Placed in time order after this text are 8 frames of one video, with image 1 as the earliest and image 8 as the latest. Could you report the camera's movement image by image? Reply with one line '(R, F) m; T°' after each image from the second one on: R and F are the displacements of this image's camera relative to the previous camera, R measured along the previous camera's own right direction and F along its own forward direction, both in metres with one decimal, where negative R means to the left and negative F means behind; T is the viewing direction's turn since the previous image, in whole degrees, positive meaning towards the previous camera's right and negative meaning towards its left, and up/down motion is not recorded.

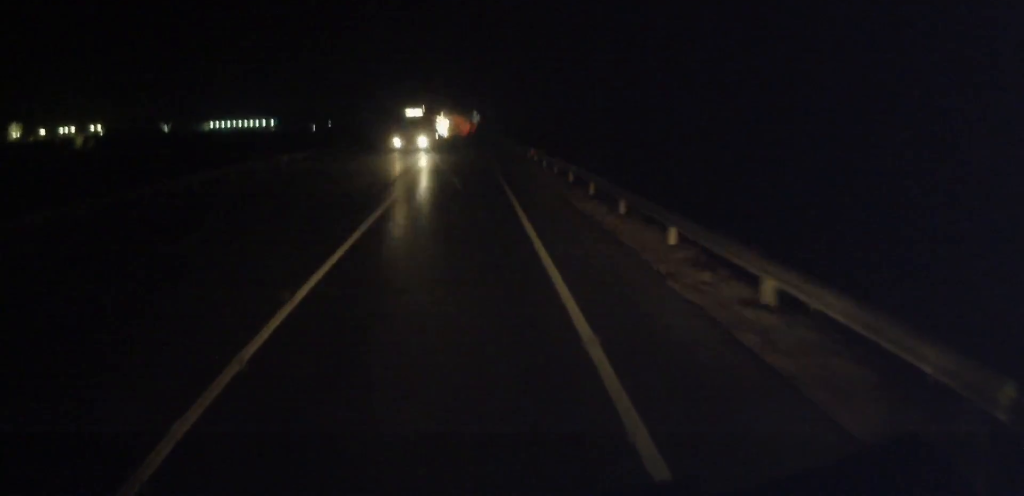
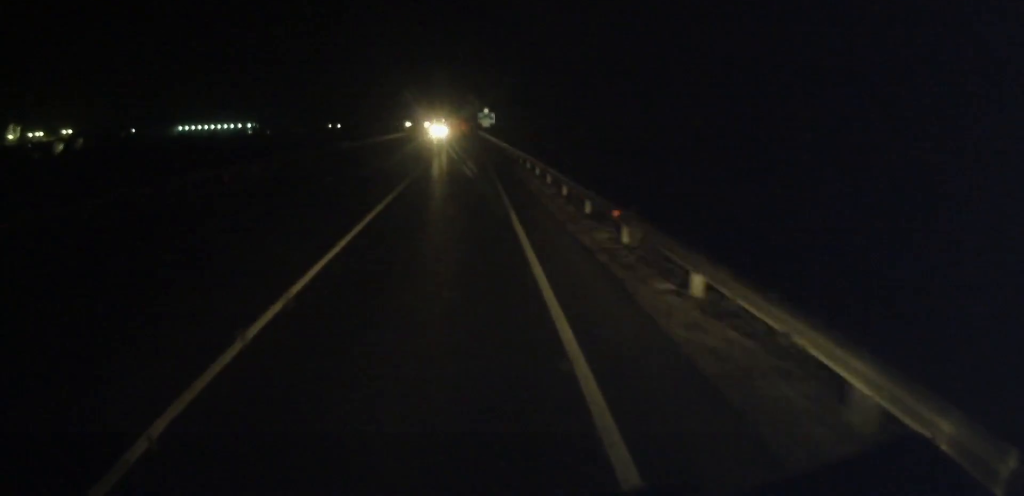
(-0.6, +122.0) m; -1°
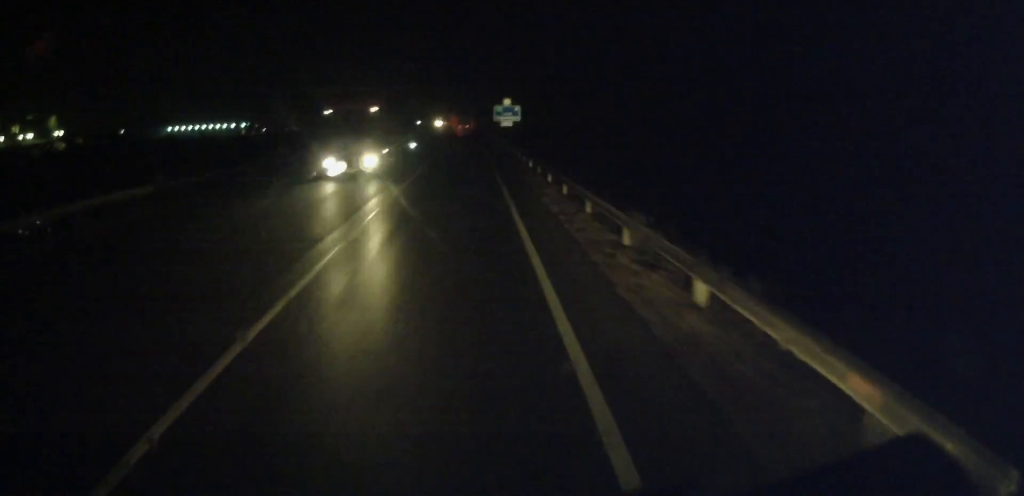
(-0.1, +57.8) m; -1°
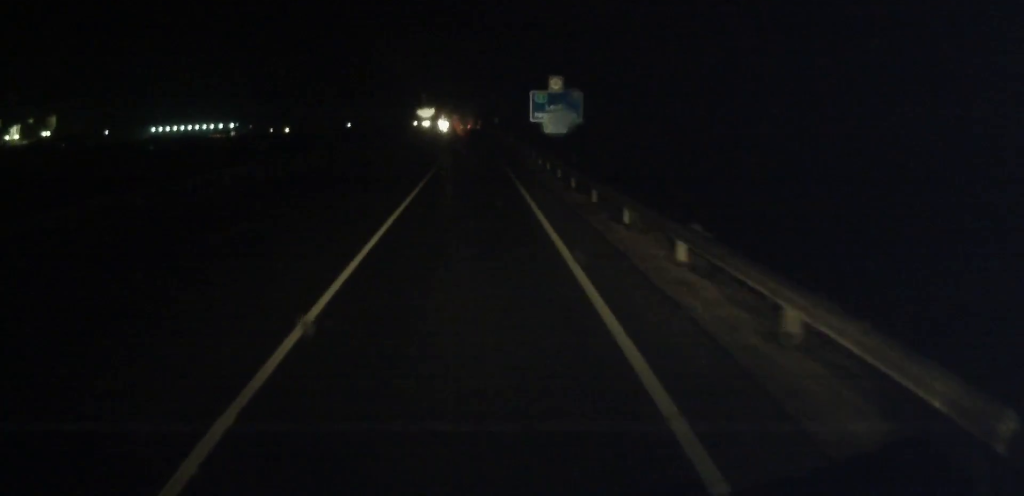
(-0.8, +55.7) m; -1°
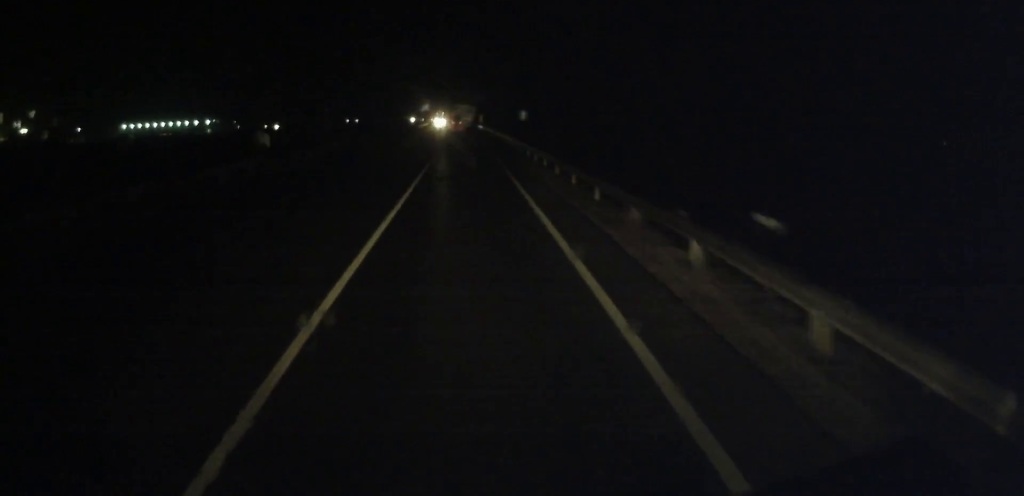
(-0.4, +58.1) m; -1°
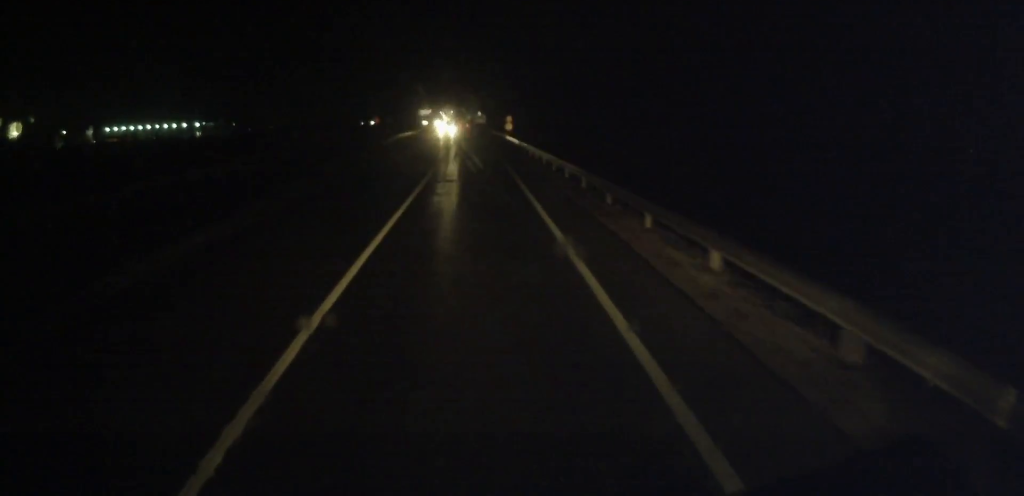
(0.0, +57.5) m; -1°
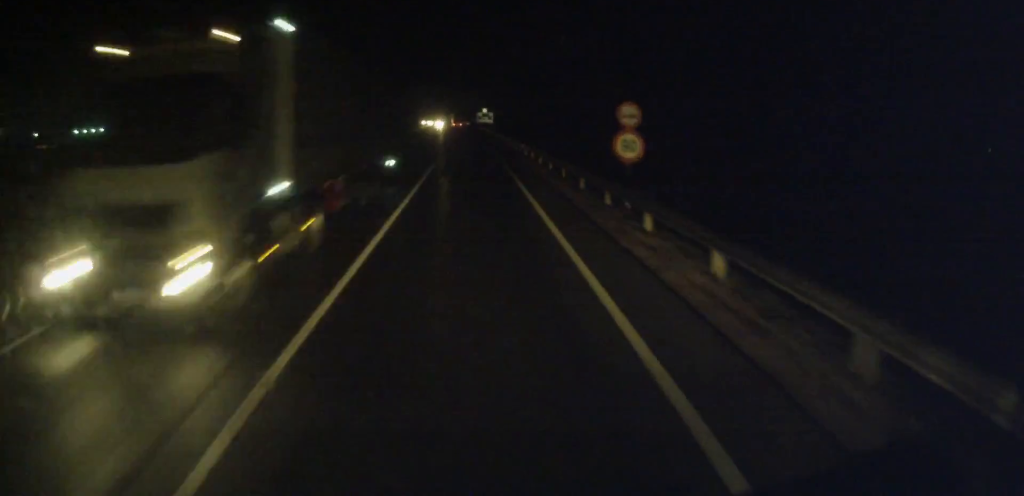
(-0.6, +55.5) m; -1°
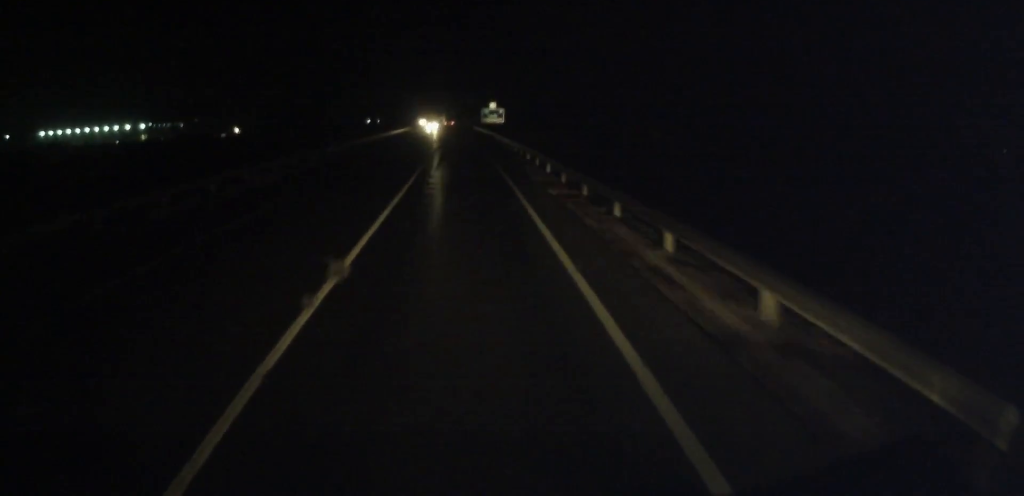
(-0.2, +49.0) m; -1°
